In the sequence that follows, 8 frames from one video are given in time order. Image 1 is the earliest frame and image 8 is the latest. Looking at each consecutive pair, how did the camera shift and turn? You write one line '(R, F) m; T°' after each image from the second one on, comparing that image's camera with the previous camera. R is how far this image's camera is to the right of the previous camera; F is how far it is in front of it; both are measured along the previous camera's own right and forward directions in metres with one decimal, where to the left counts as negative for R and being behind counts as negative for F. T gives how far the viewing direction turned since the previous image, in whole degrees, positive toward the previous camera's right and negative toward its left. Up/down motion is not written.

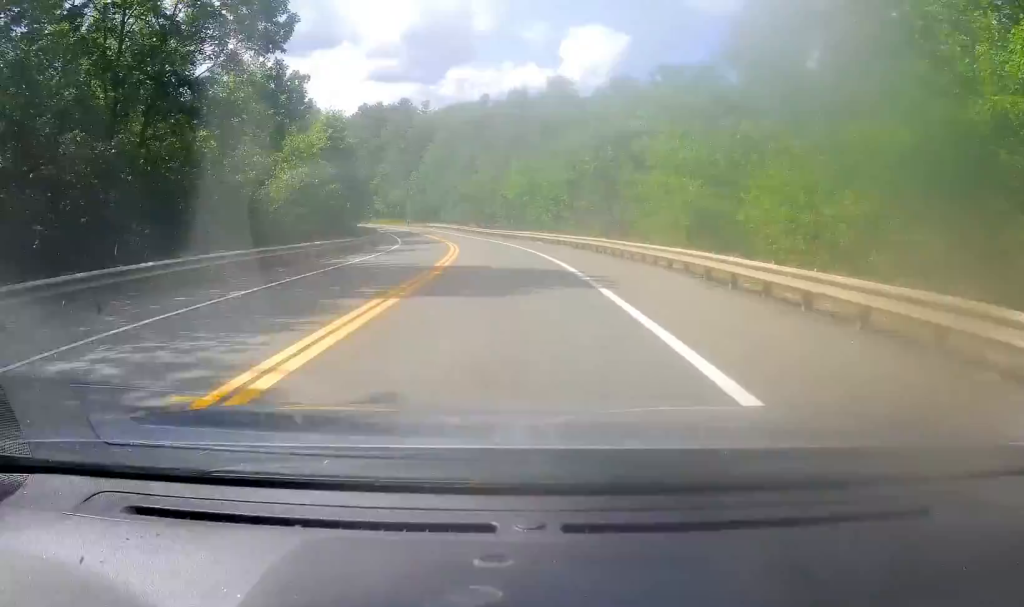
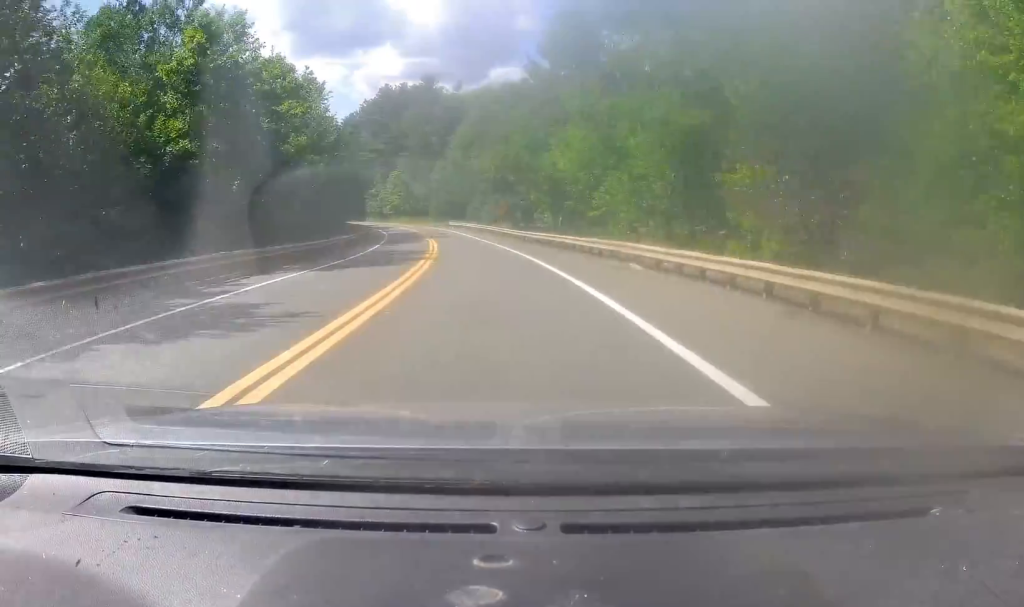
(-1.1, +29.4) m; -5°
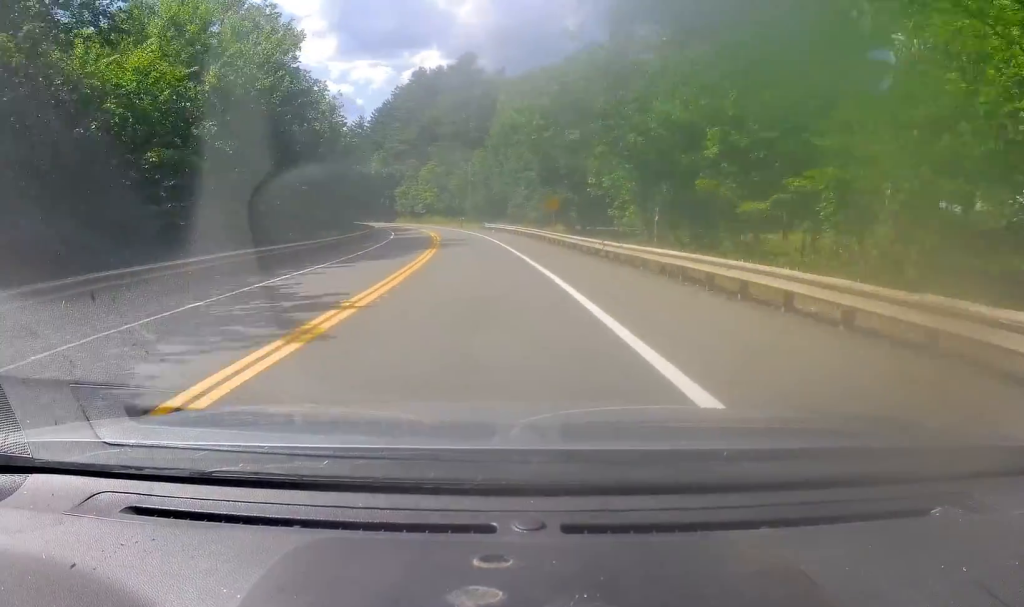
(-1.0, +24.1) m; -4°
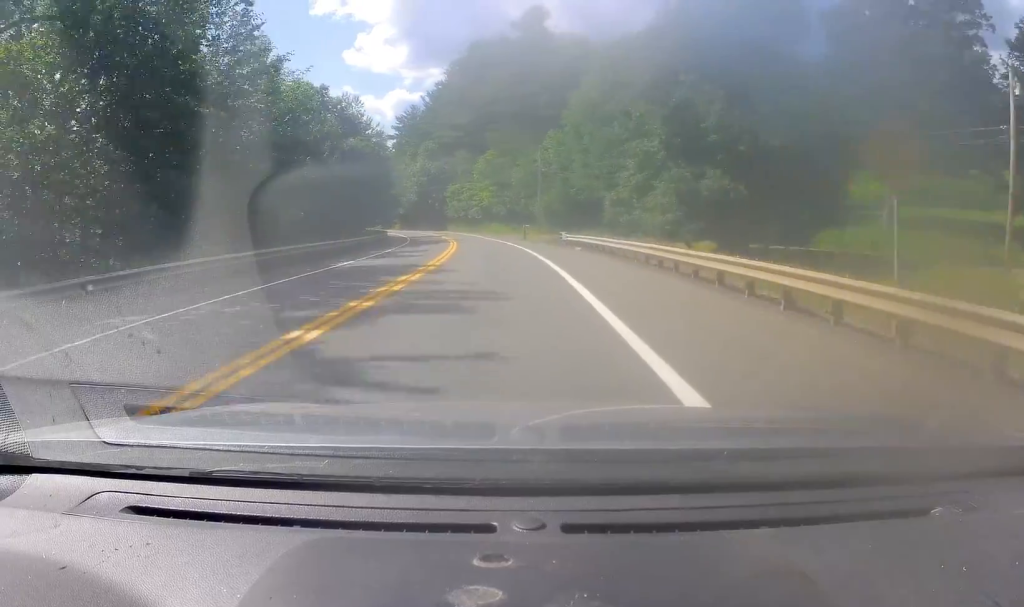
(-1.7, +34.2) m; -6°
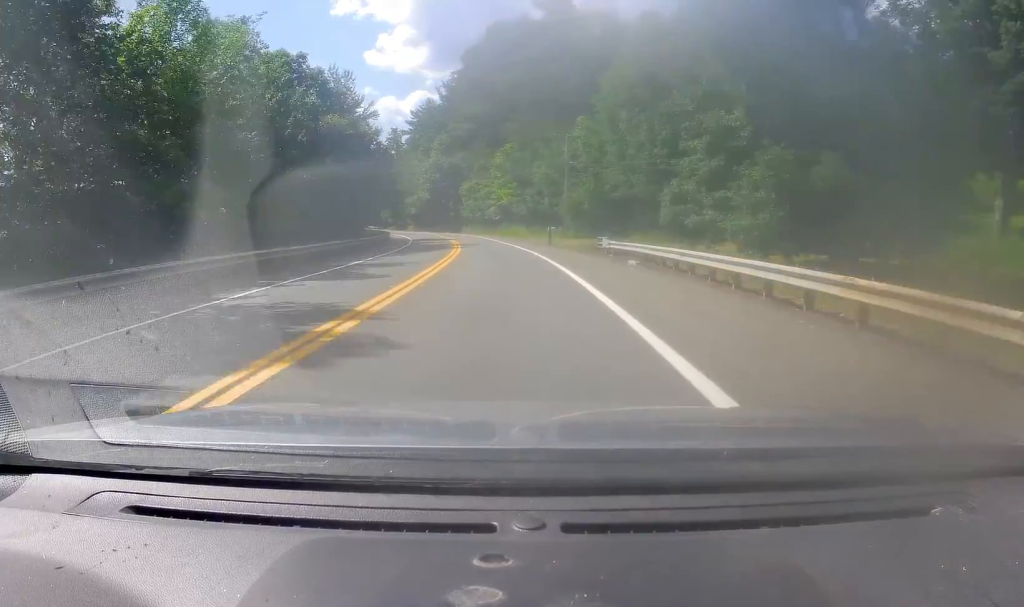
(-0.1, +11.7) m; -2°
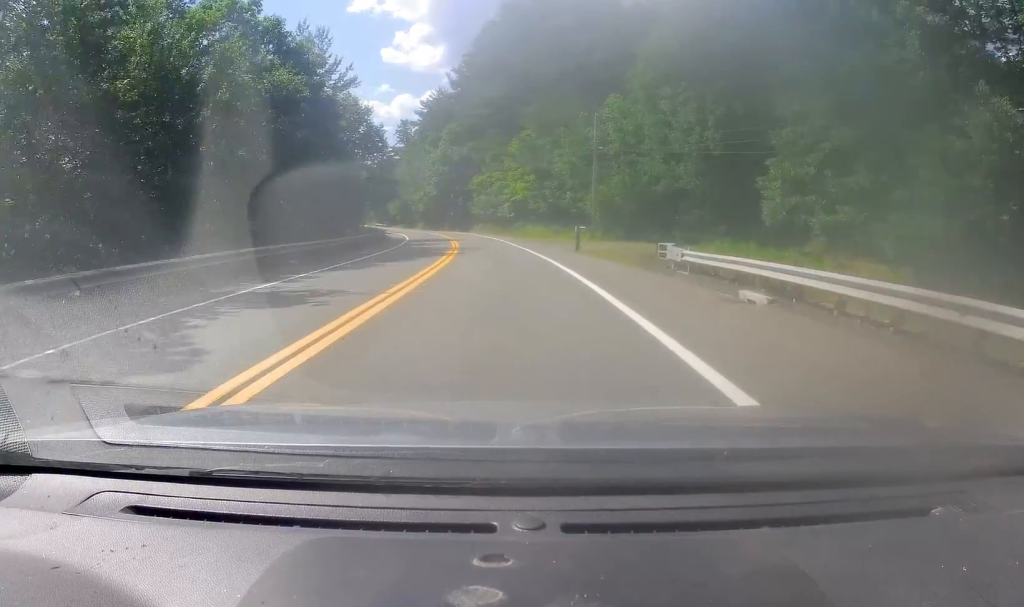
(-0.3, +11.9) m; -2°
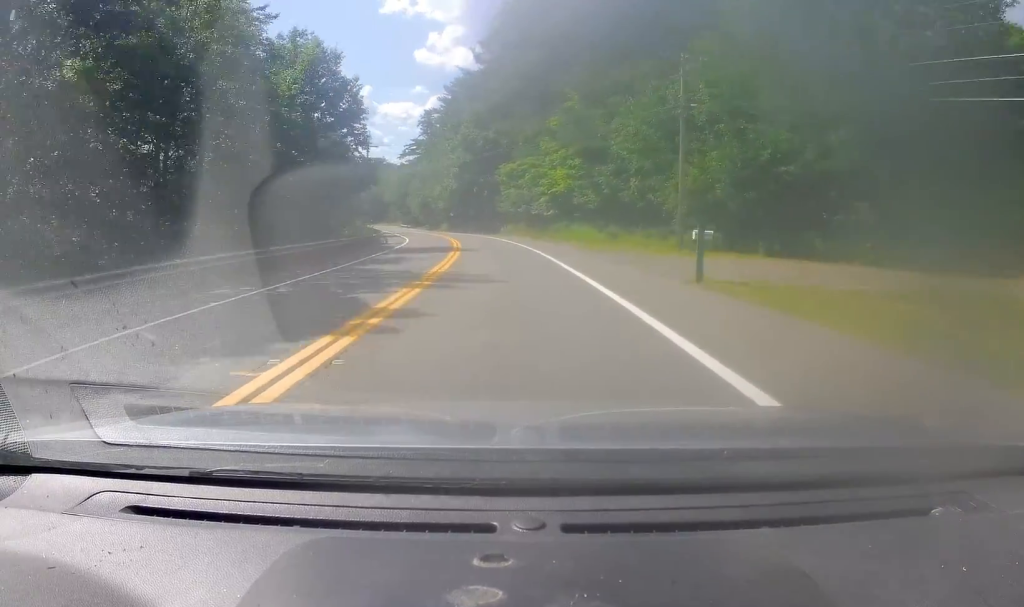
(-0.6, +20.2) m; -4°
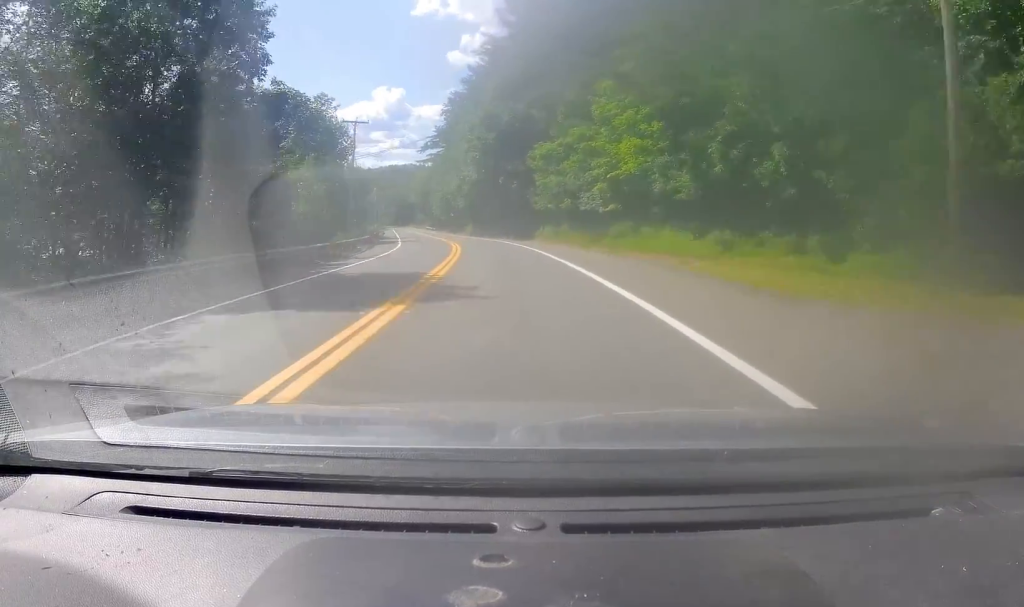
(-0.8, +21.8) m; -4°
